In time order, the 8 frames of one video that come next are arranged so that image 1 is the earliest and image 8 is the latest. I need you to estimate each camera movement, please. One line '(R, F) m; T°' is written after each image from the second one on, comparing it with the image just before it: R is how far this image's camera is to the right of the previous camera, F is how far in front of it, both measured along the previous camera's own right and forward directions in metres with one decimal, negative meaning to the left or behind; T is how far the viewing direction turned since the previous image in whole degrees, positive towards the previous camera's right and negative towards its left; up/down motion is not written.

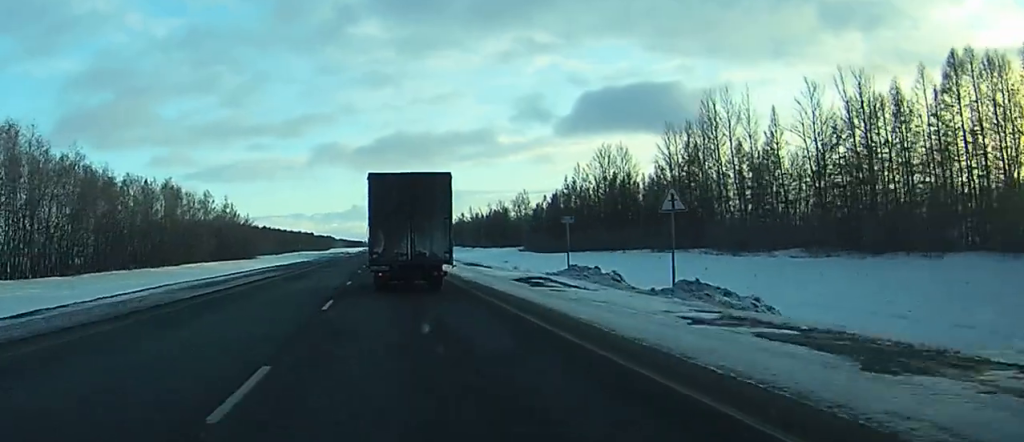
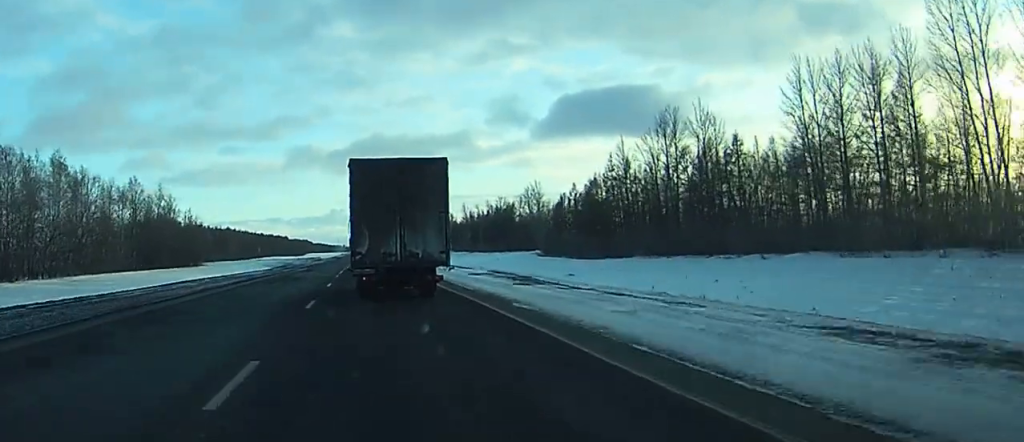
(0.0, +52.5) m; +1°
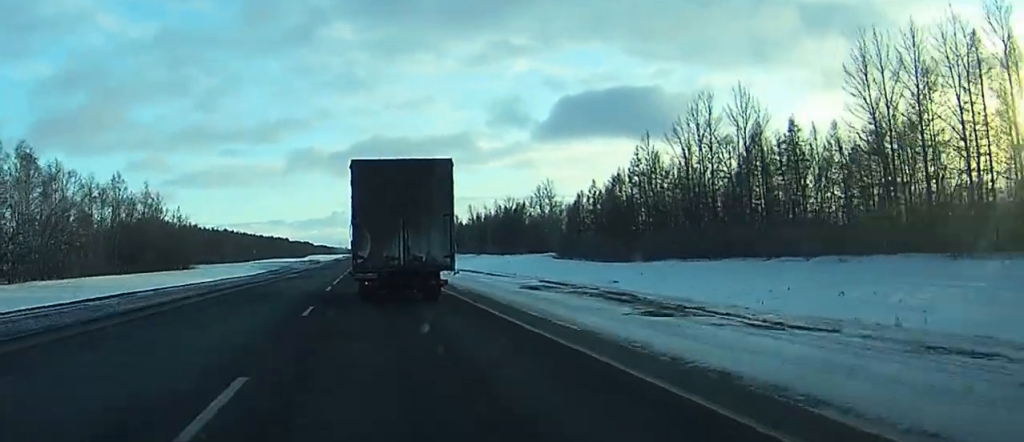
(+0.1, +13.3) m; 0°
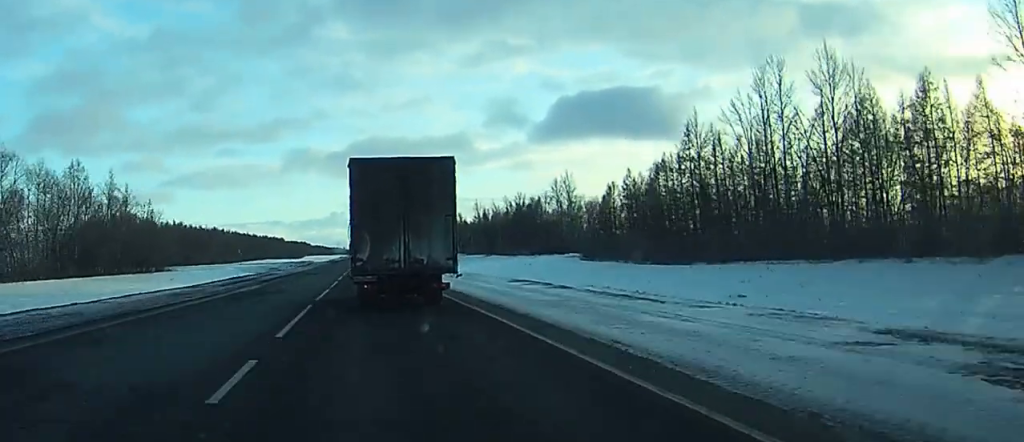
(0.0, +22.6) m; 0°
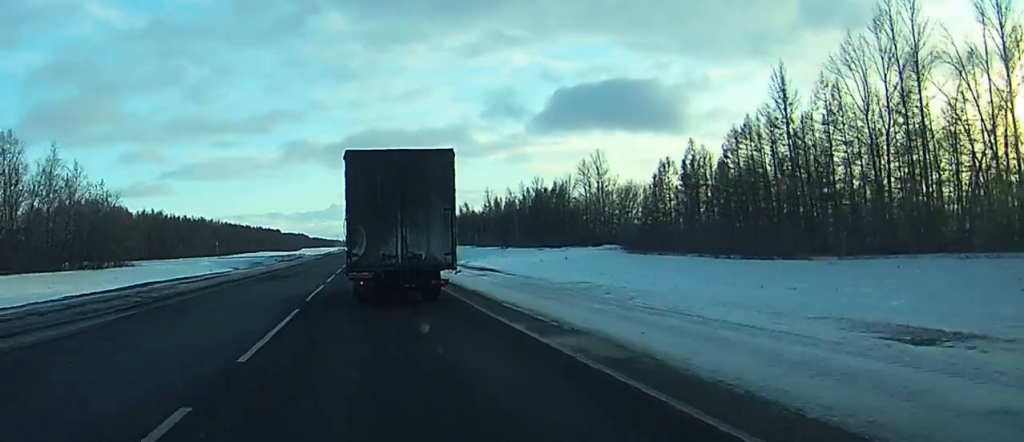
(+0.1, +27.2) m; 0°
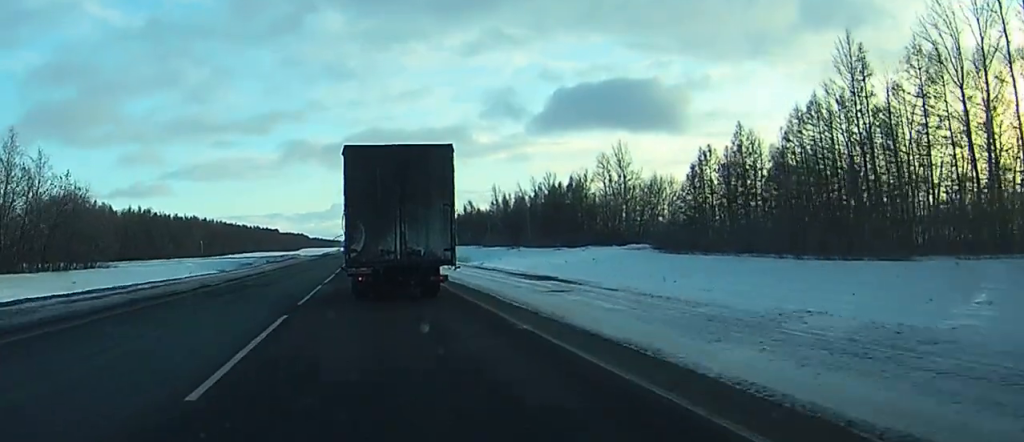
(0.0, +14.9) m; 0°
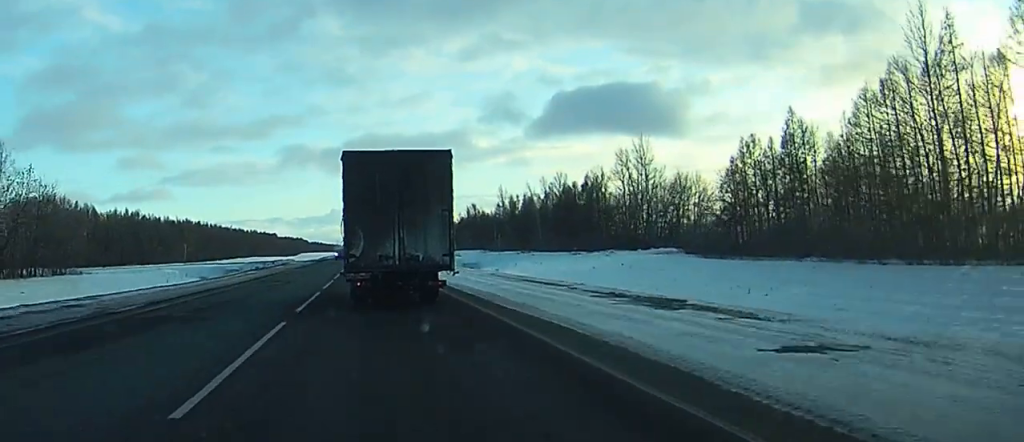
(0.0, +12.6) m; 0°
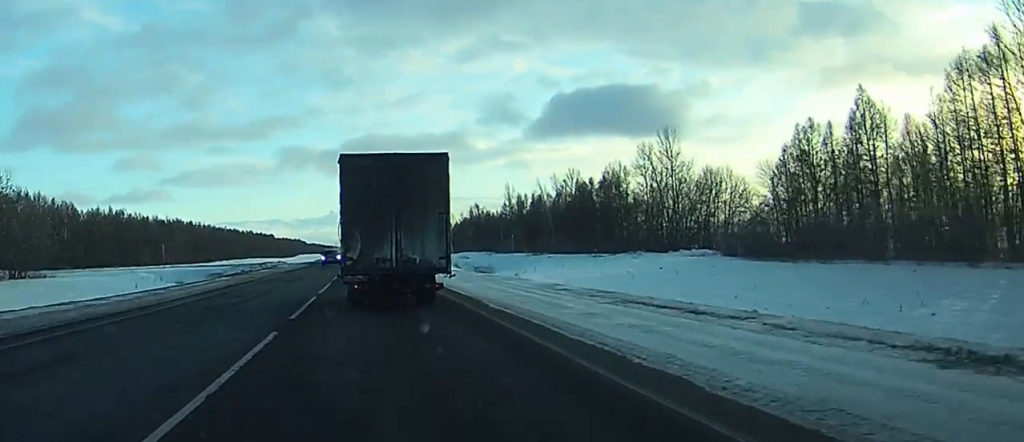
(0.0, +13.3) m; 0°
